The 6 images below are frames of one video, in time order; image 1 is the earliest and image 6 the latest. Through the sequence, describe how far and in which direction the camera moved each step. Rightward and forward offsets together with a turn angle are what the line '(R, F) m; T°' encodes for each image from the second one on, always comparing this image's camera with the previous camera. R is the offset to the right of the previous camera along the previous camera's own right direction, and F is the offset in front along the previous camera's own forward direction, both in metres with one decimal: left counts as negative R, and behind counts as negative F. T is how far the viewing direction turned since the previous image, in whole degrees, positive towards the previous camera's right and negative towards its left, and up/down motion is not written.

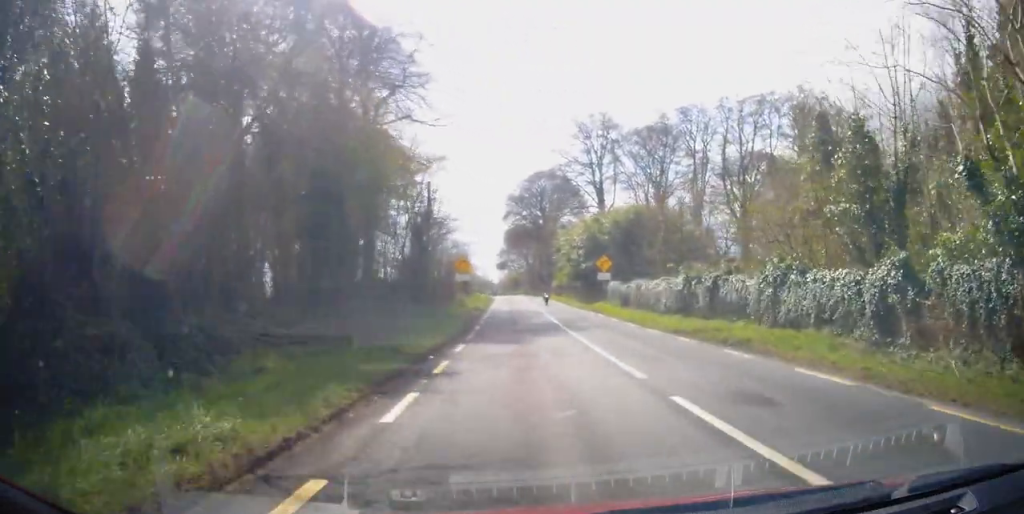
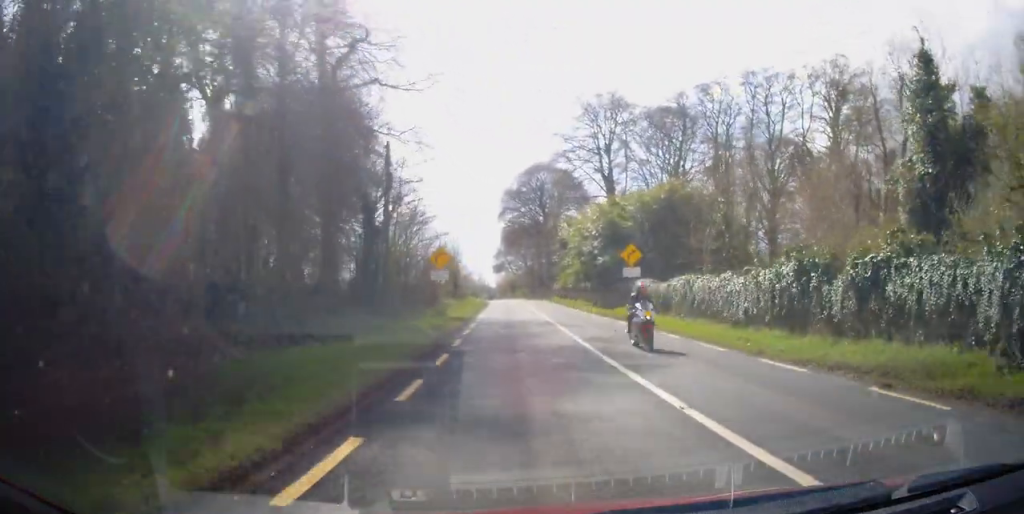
(0.0, +11.0) m; -1°
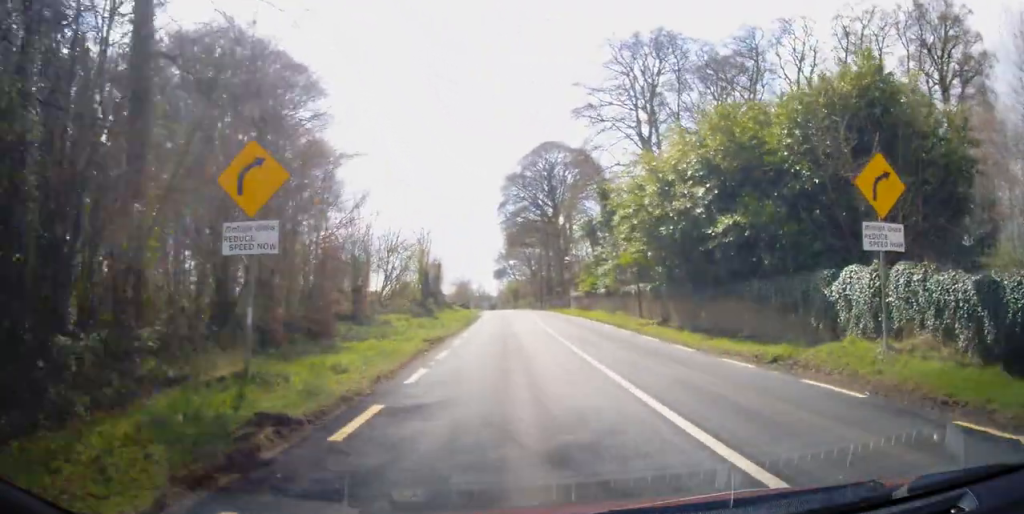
(-0.4, +23.6) m; 0°
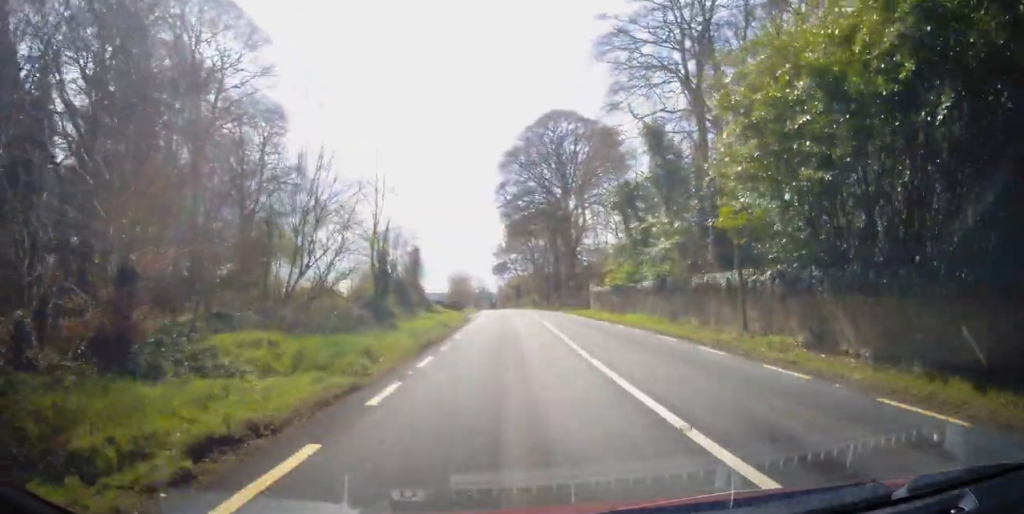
(0.0, +15.0) m; -2°
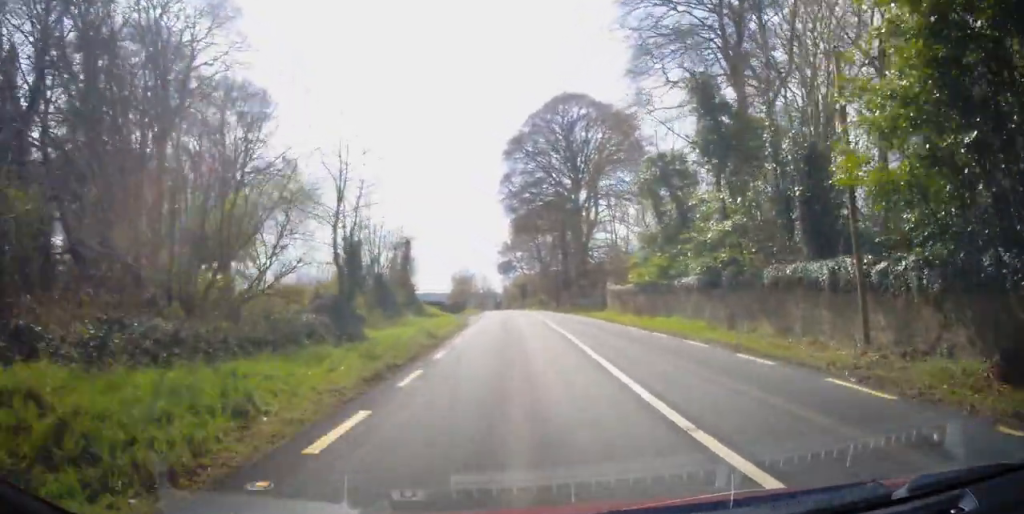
(-0.1, +6.6) m; -1°
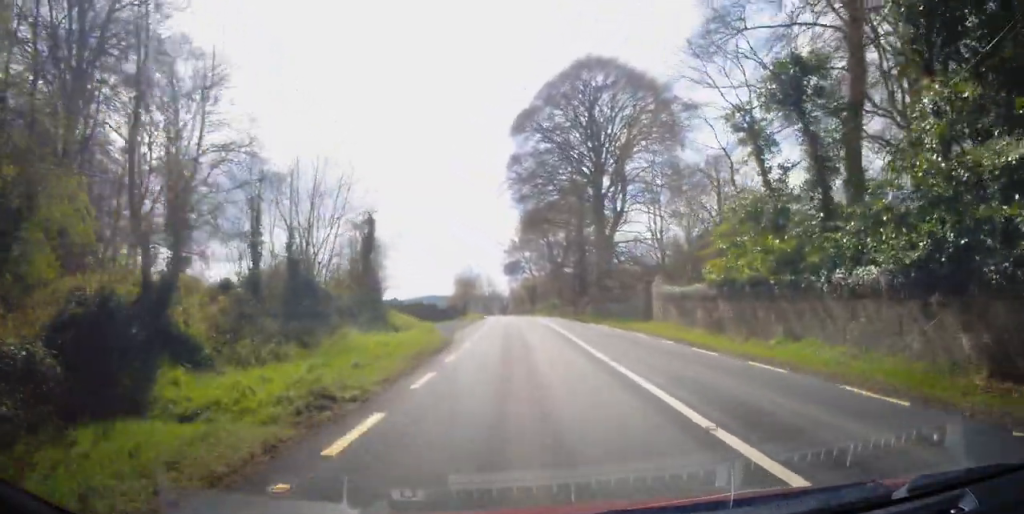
(0.0, +12.4) m; +2°
